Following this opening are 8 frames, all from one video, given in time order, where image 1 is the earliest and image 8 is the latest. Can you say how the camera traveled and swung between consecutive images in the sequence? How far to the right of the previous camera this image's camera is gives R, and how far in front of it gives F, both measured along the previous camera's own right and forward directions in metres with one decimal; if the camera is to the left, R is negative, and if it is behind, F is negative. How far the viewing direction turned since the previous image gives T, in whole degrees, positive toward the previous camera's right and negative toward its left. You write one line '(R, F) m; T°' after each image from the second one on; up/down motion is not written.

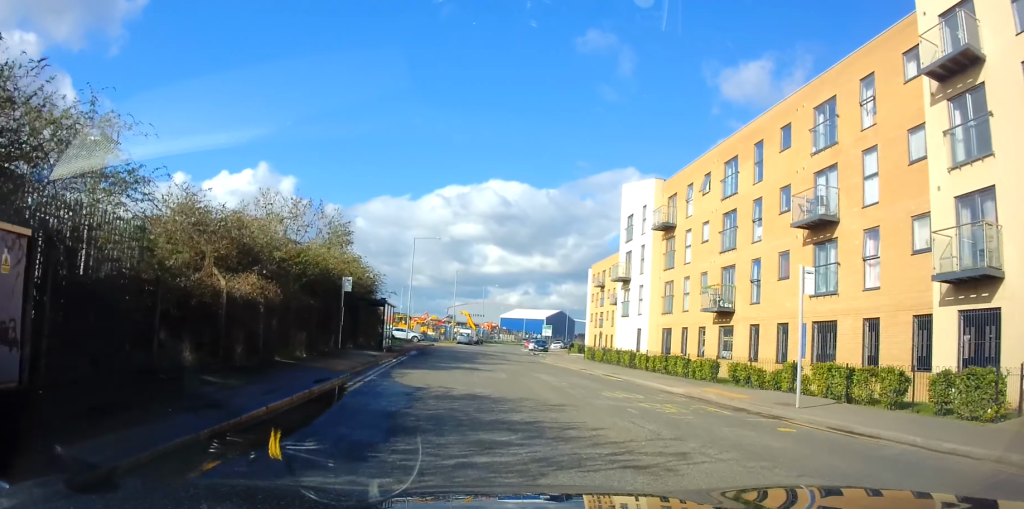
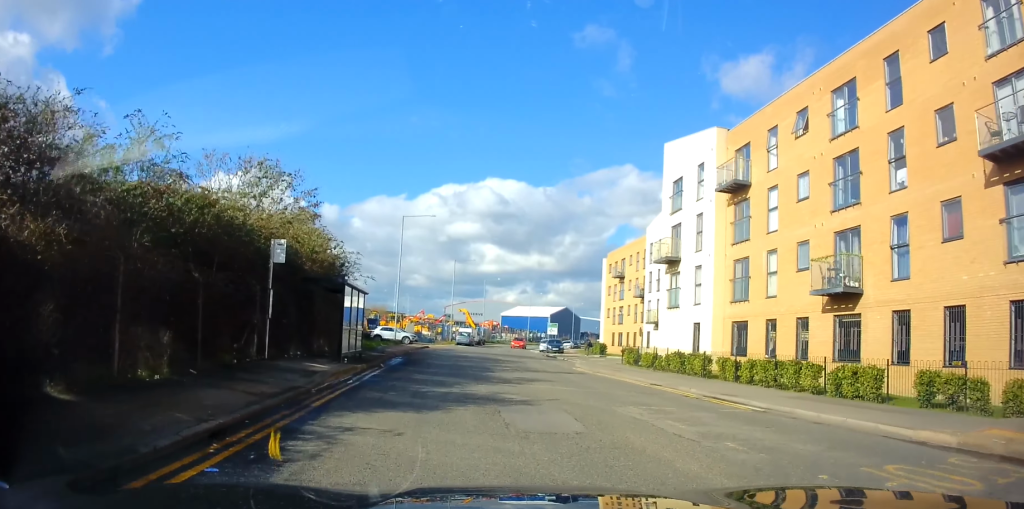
(+0.6, +10.4) m; -1°
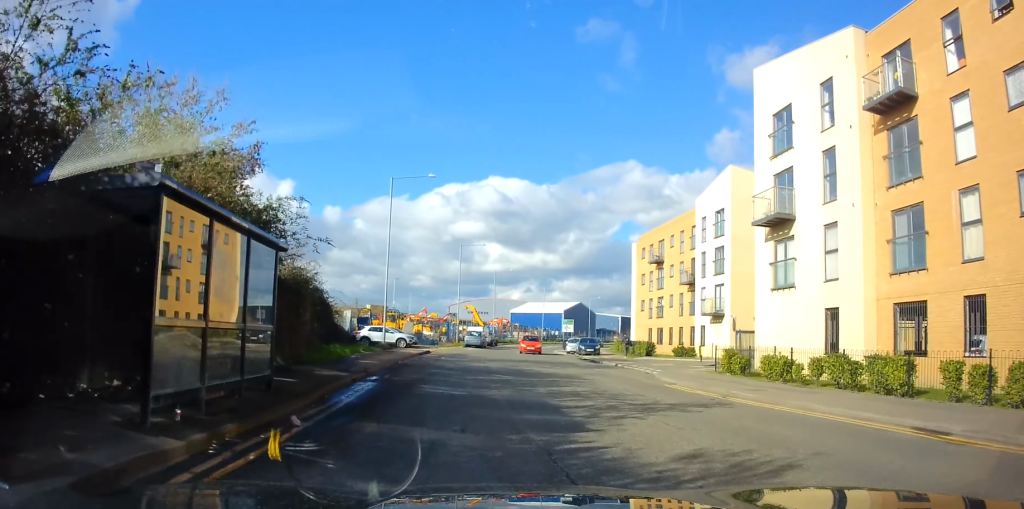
(-0.5, +12.1) m; 0°
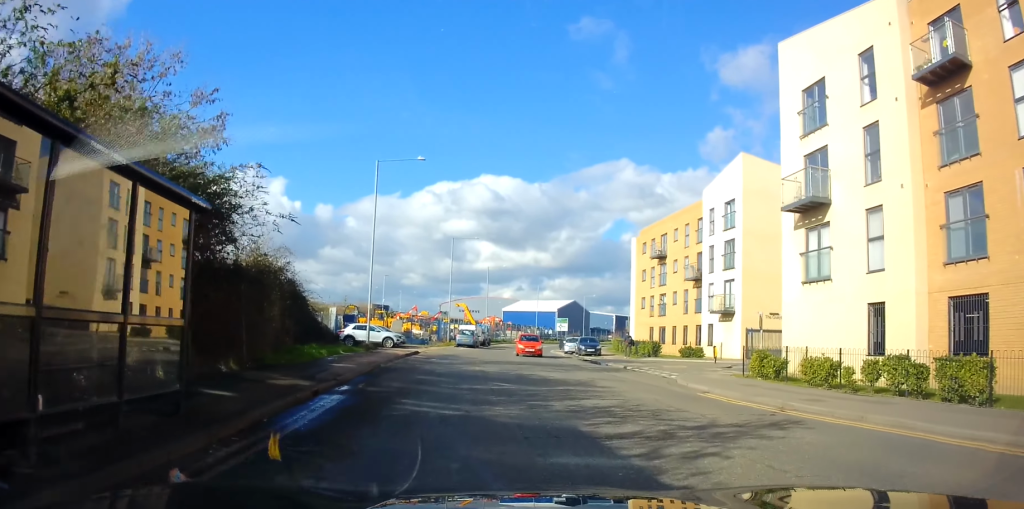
(+0.1, +3.3) m; +1°
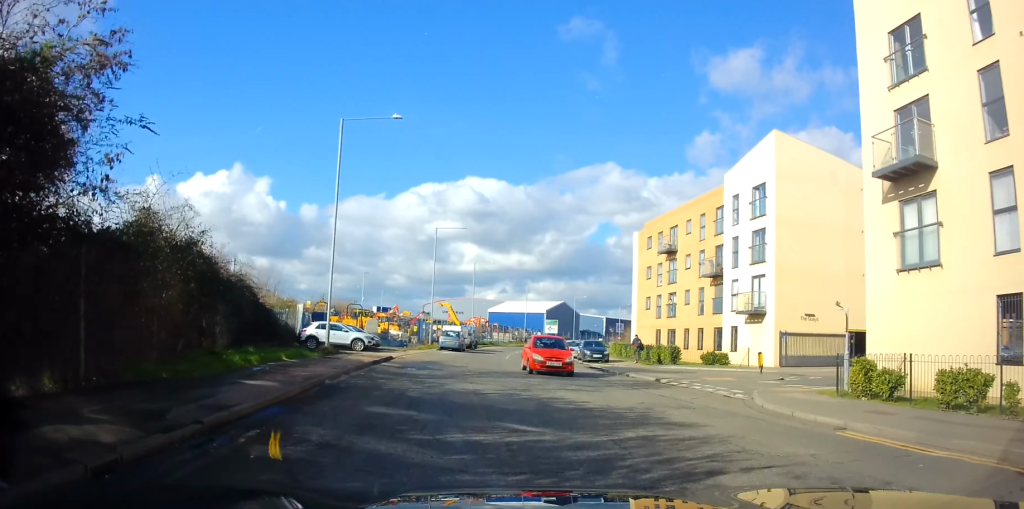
(0.0, +6.8) m; +2°
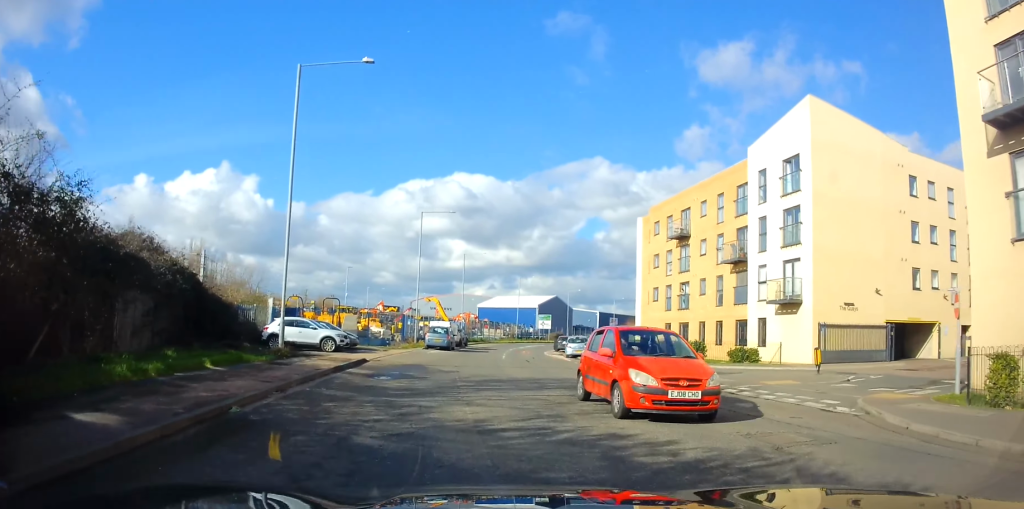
(+0.1, +5.2) m; -2°
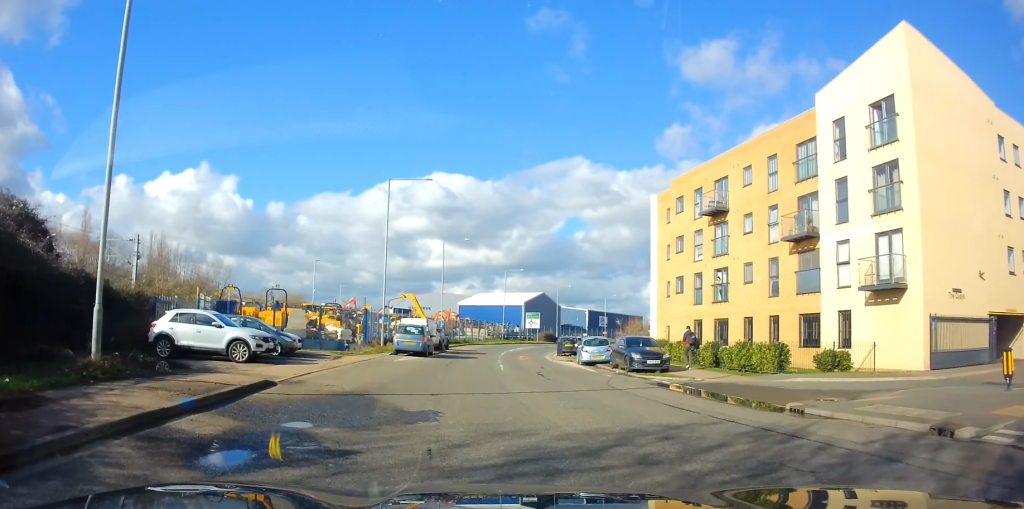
(-0.5, +9.6) m; -3°
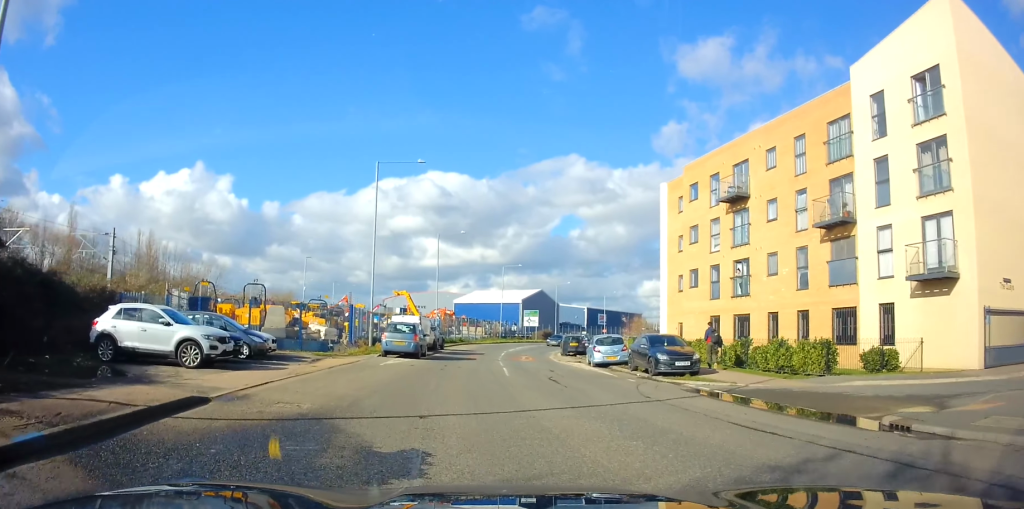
(+0.1, +3.3) m; +1°
